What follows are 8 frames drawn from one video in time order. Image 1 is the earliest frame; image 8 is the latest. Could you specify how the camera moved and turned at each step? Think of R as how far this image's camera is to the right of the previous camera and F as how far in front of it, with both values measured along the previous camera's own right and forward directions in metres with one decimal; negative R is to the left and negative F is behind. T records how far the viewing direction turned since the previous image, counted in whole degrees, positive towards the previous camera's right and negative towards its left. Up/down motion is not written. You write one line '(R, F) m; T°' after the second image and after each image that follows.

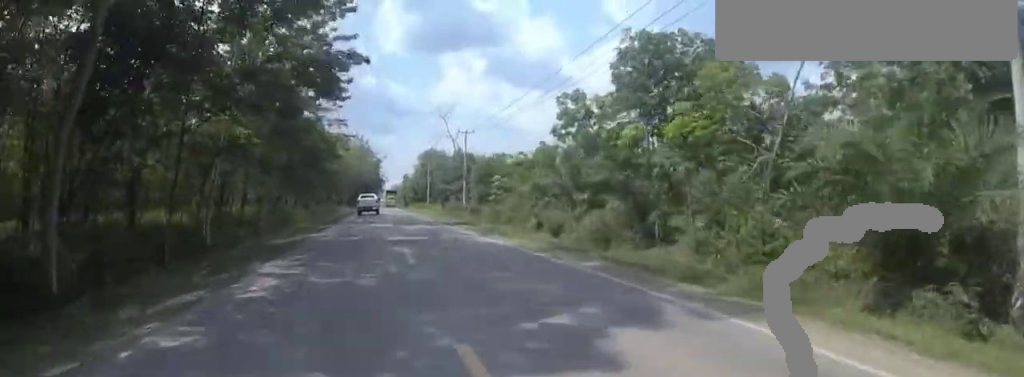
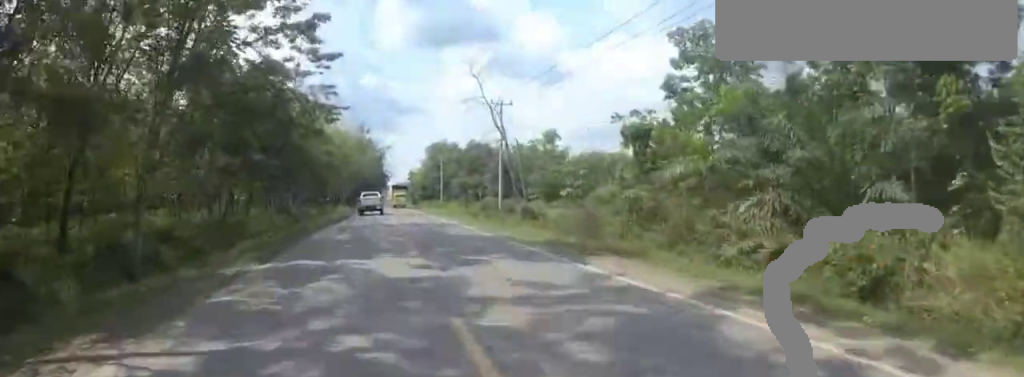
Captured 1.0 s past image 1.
(+0.1, +14.9) m; 0°
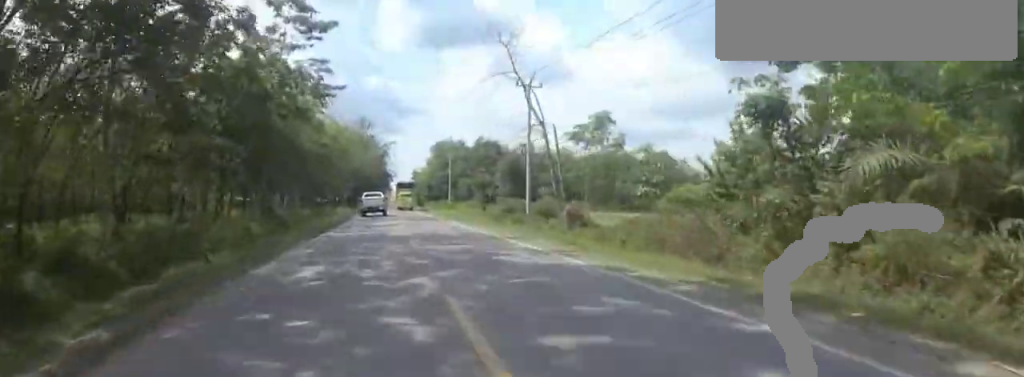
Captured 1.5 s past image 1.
(0.0, +6.8) m; 0°
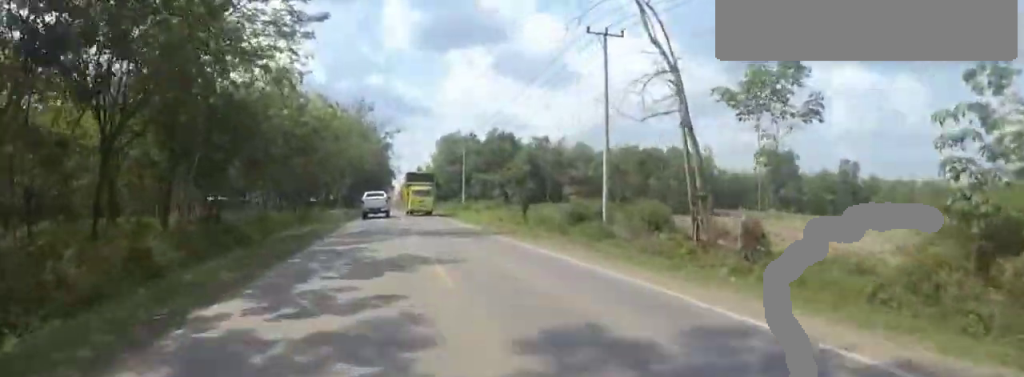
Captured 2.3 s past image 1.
(0.0, +11.7) m; 0°
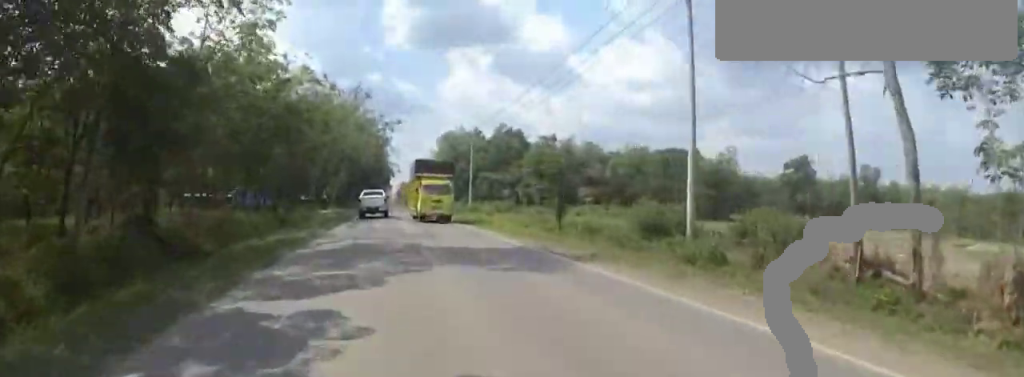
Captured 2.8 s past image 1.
(0.0, +6.8) m; 0°
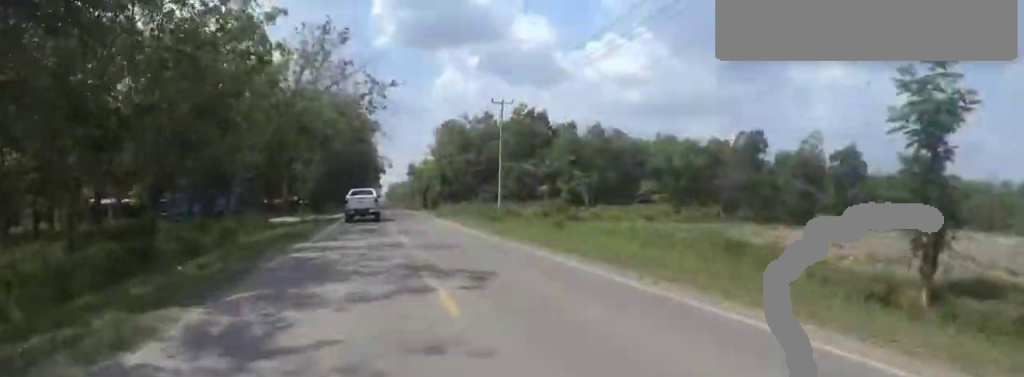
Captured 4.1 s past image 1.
(0.0, +19.1) m; 0°
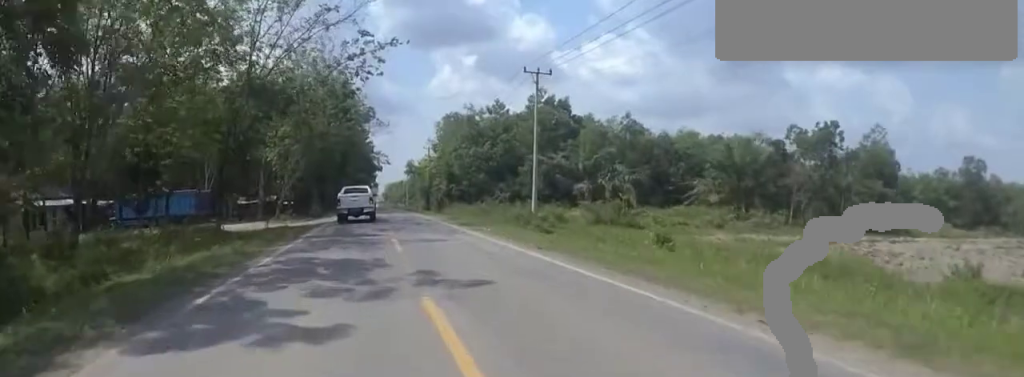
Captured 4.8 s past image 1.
(0.0, +9.8) m; 0°
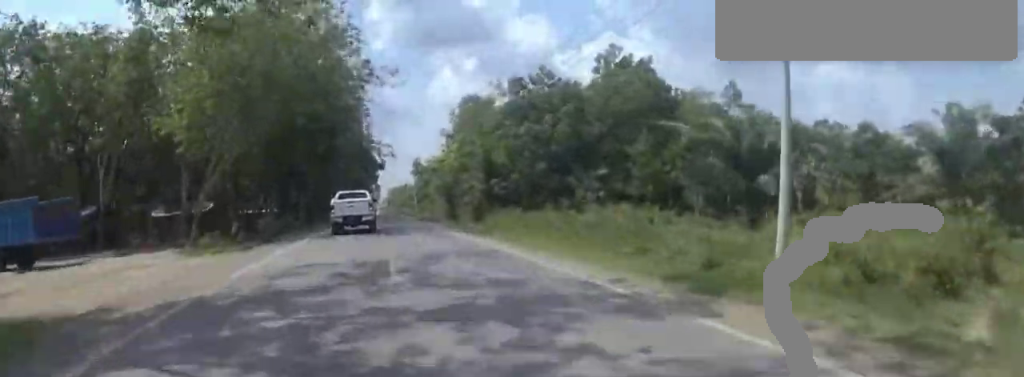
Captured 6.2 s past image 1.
(0.0, +19.7) m; 0°
